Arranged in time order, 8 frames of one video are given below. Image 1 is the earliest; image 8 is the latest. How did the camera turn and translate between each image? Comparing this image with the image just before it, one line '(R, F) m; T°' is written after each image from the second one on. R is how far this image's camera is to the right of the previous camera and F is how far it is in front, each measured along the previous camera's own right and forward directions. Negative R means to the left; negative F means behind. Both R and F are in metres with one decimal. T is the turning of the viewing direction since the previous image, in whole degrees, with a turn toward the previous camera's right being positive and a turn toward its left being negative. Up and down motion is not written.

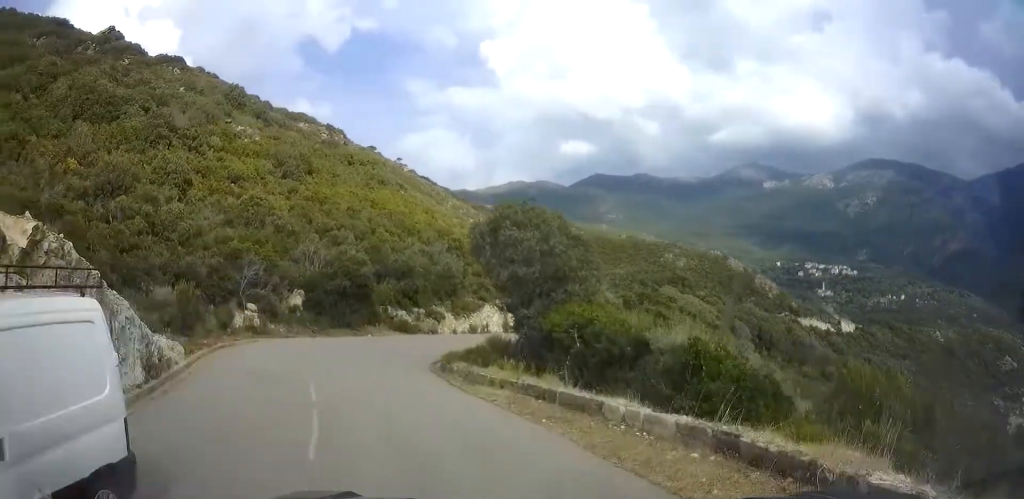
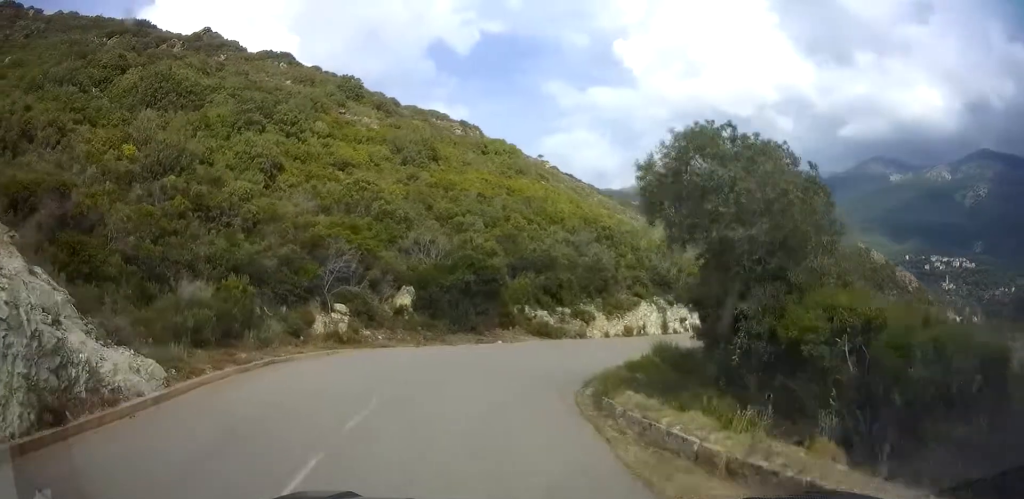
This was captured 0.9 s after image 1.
(-0.9, +7.2) m; -7°
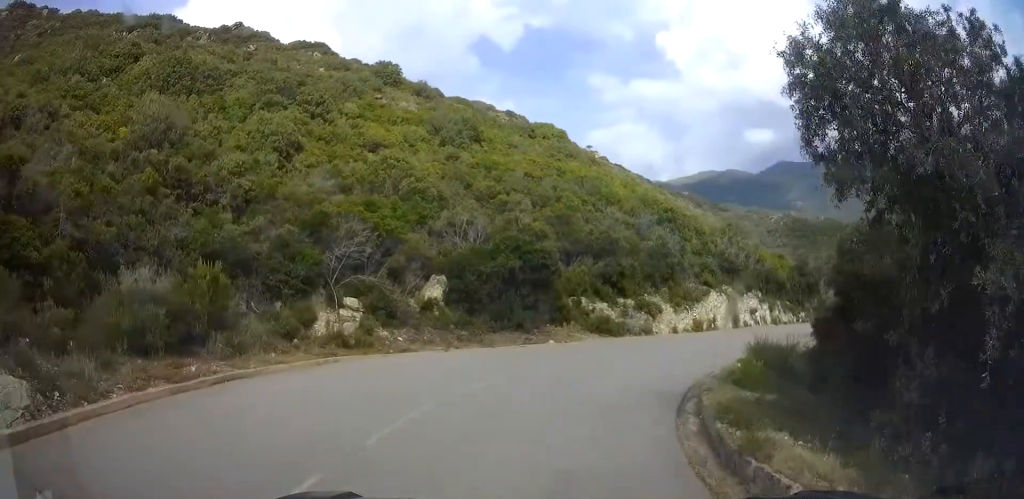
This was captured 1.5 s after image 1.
(-0.1, +5.1) m; -1°
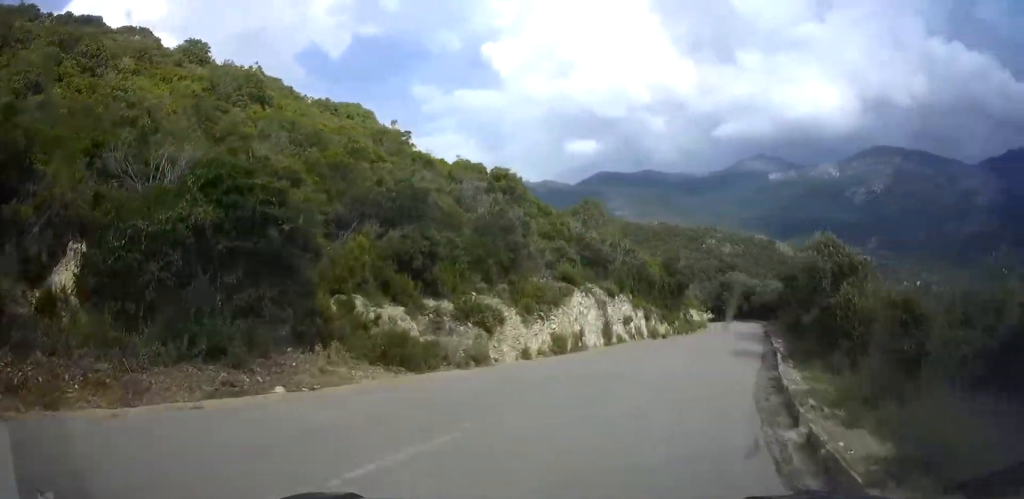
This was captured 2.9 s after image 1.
(+0.3, +13.2) m; +5°
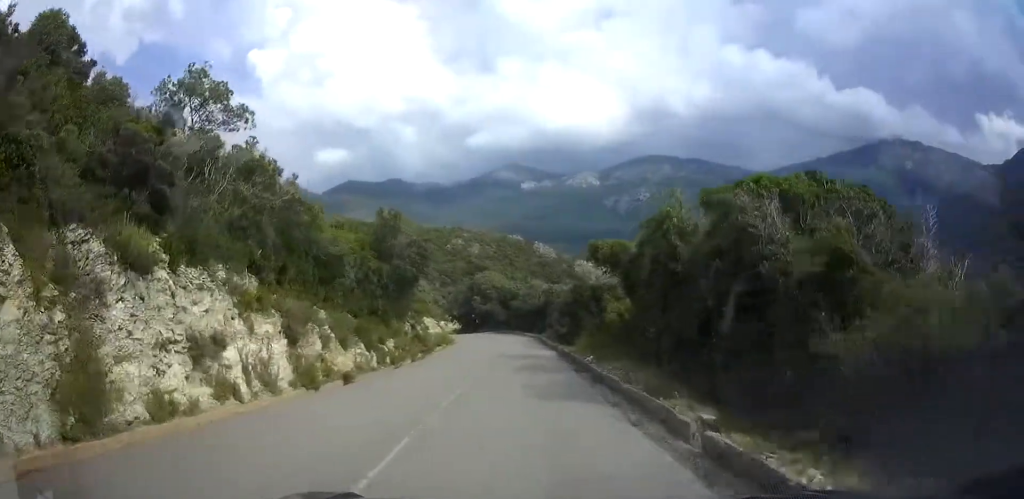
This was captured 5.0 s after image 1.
(+2.9, +19.7) m; +17°
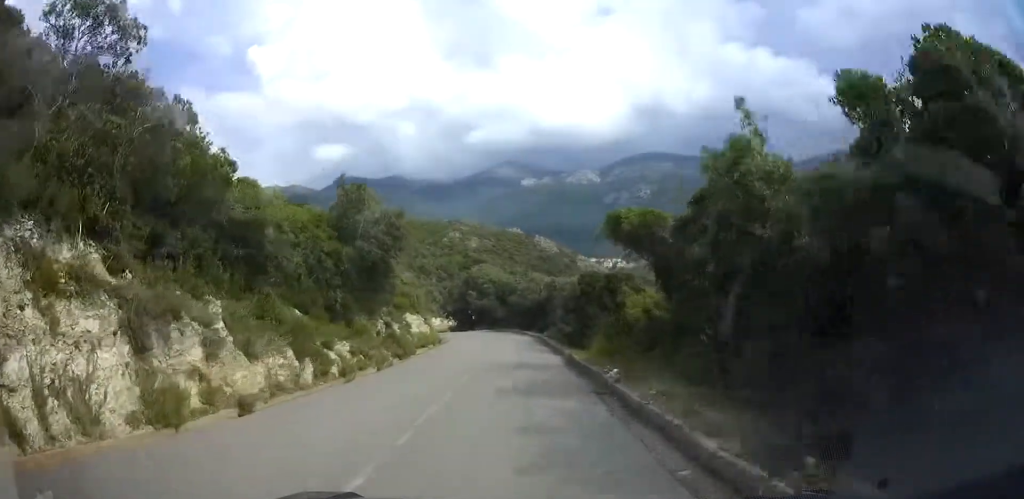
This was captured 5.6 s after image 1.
(+0.3, +6.0) m; +2°
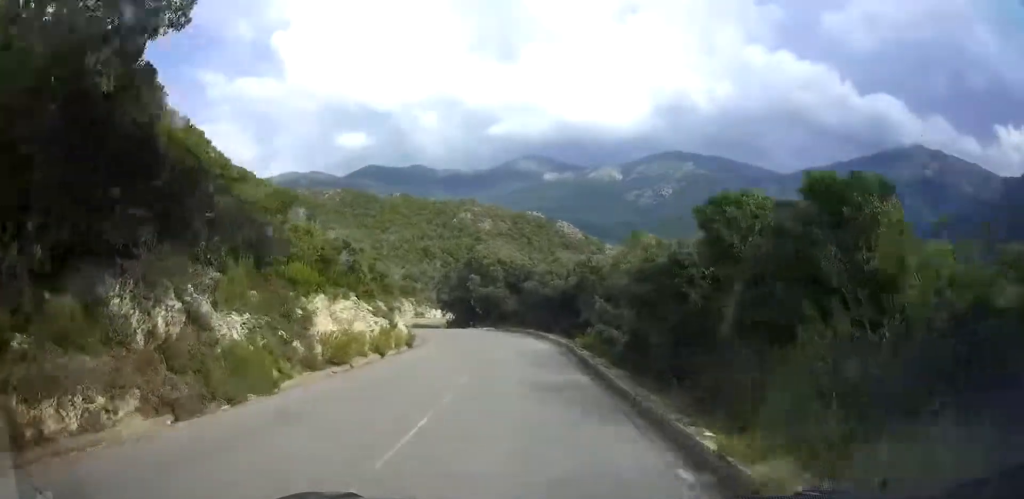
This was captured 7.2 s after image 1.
(+0.2, +18.0) m; -1°
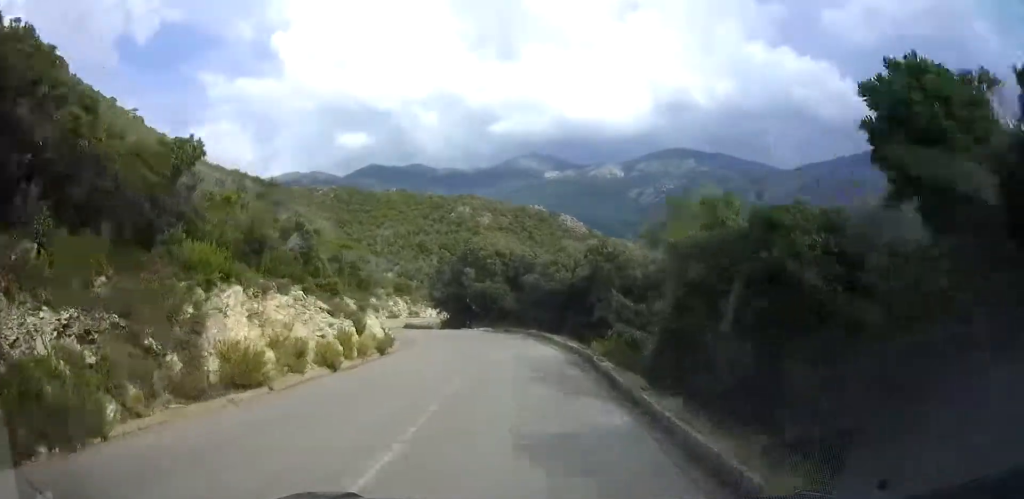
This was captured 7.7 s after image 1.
(-0.1, +6.1) m; 0°
